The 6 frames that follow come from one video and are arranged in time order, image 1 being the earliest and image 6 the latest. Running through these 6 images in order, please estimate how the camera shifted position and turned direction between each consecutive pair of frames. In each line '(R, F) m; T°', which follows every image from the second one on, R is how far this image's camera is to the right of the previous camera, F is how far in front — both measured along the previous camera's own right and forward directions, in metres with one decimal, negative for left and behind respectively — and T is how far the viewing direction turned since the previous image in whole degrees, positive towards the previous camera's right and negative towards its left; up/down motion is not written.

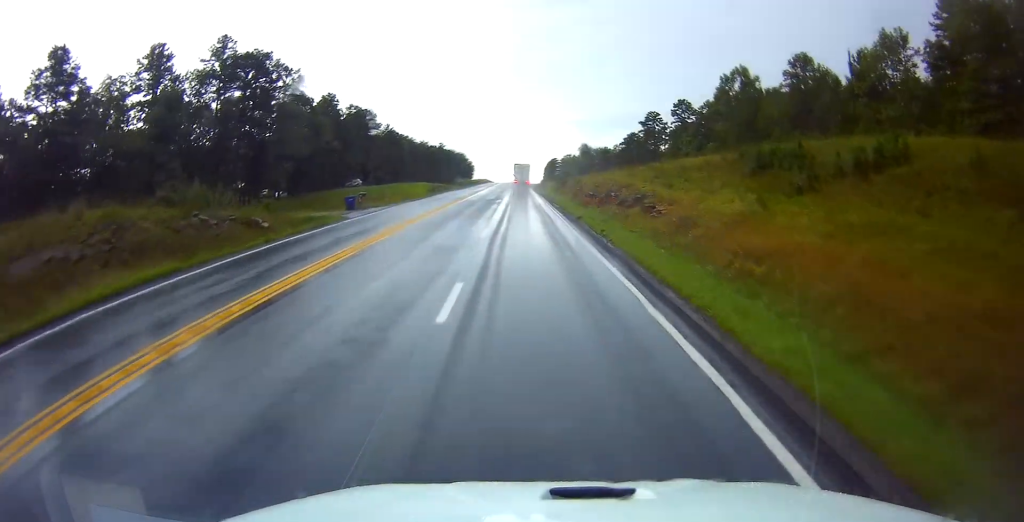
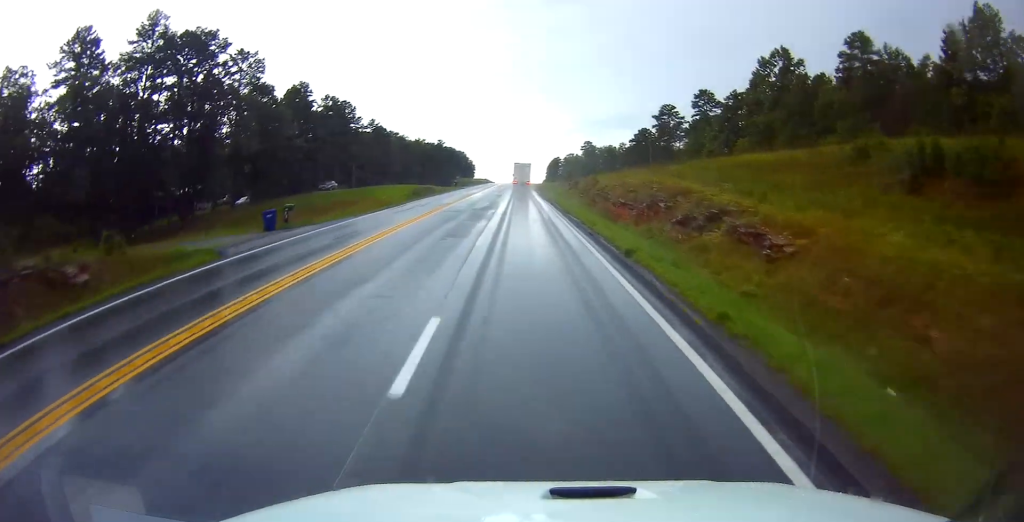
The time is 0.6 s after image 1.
(0.0, +14.8) m; 0°
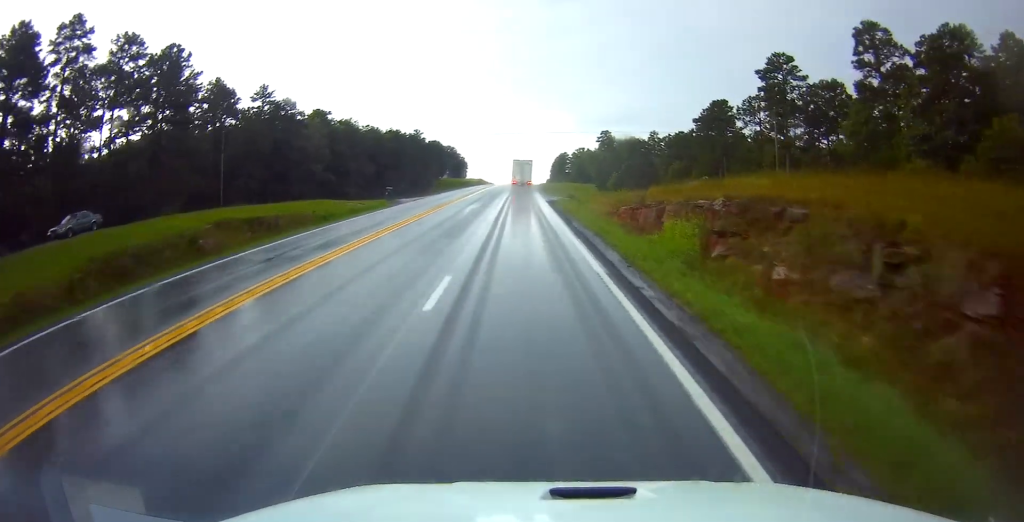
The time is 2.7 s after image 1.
(-0.7, +56.1) m; -2°
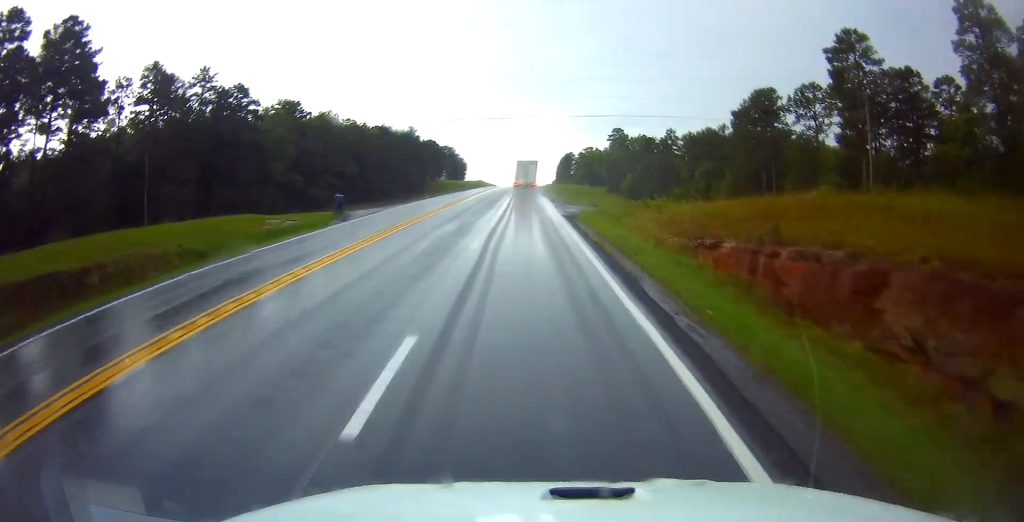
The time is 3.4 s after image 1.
(-0.2, +16.3) m; -1°
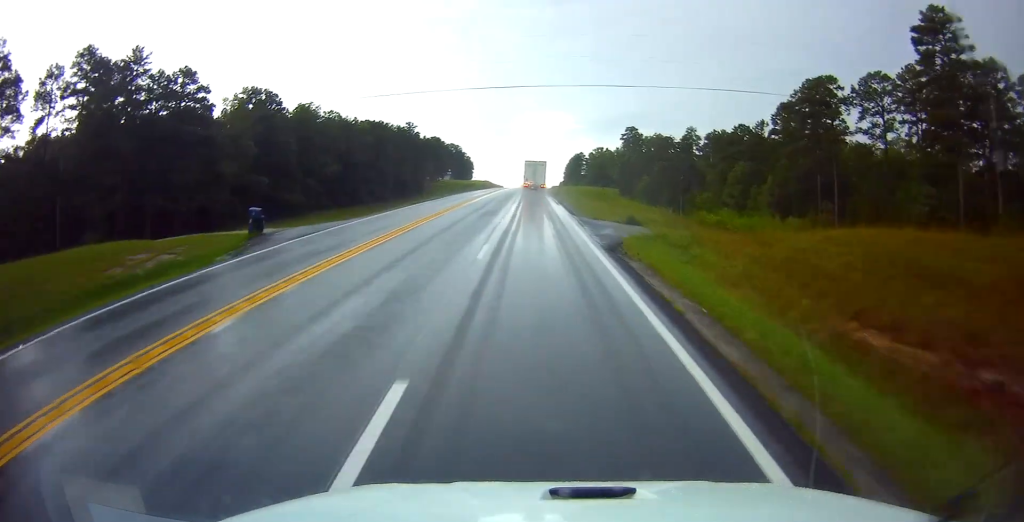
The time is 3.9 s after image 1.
(0.0, +13.7) m; +1°
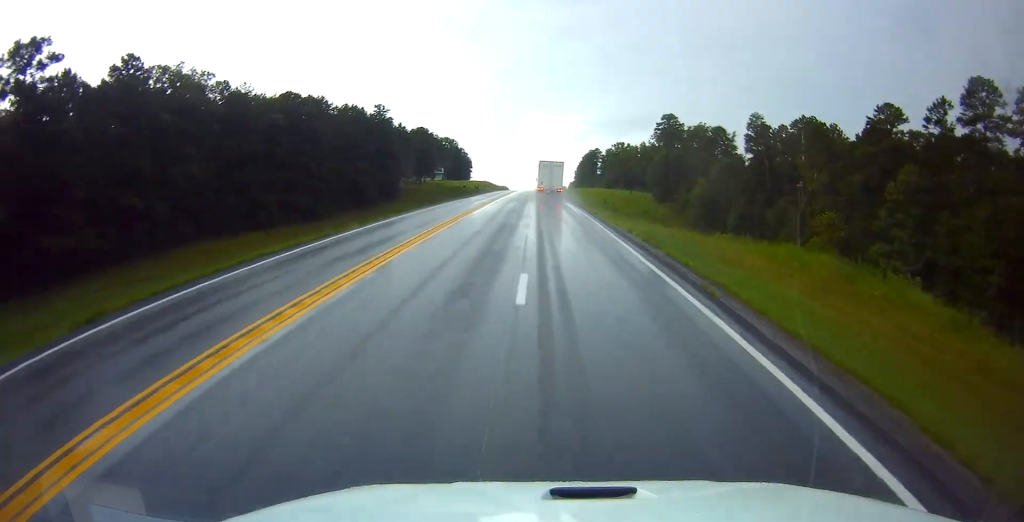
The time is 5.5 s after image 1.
(+0.6, +41.0) m; 0°
